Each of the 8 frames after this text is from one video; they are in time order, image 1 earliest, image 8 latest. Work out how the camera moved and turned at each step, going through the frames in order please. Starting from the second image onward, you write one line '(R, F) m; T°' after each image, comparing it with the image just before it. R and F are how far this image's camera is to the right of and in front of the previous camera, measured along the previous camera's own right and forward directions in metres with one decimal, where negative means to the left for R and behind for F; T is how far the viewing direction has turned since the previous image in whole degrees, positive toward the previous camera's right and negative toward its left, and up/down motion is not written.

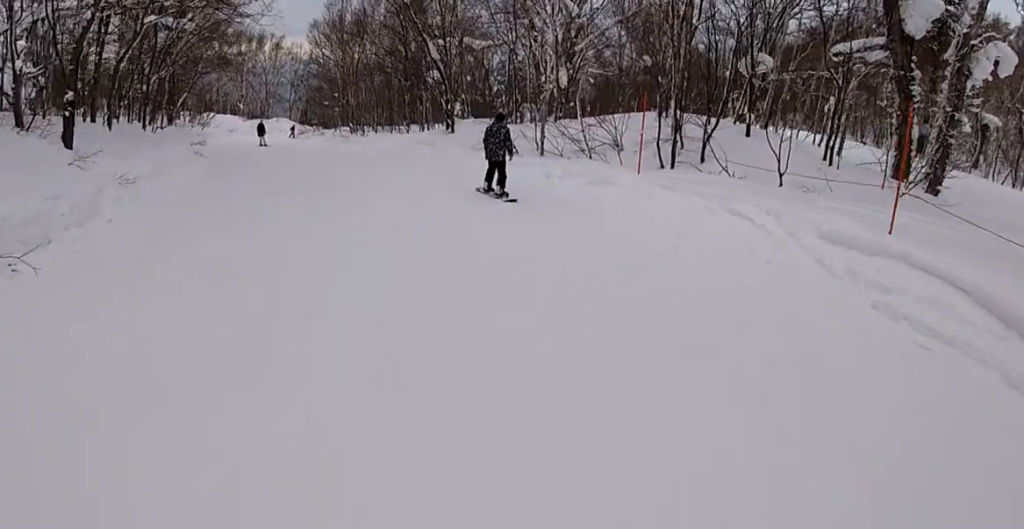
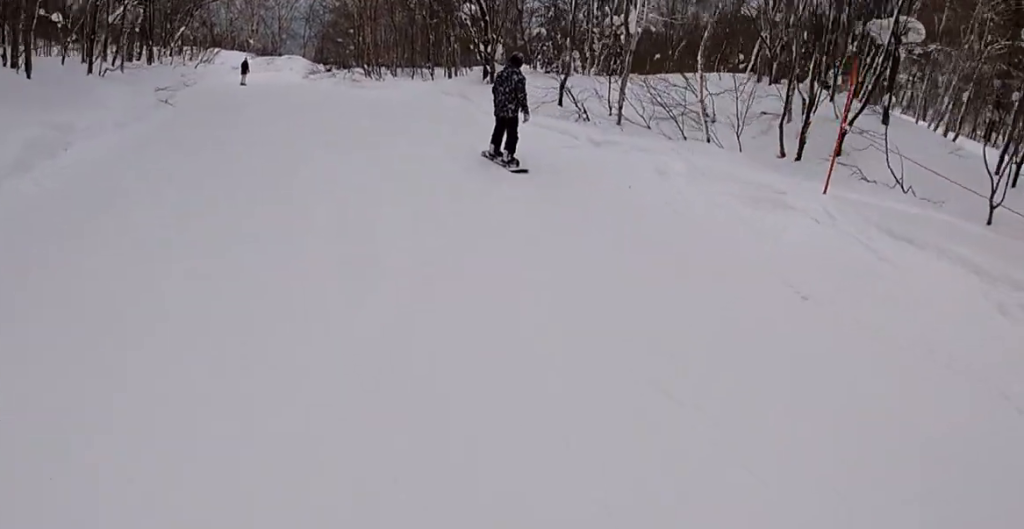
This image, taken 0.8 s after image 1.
(-0.2, +4.9) m; -12°
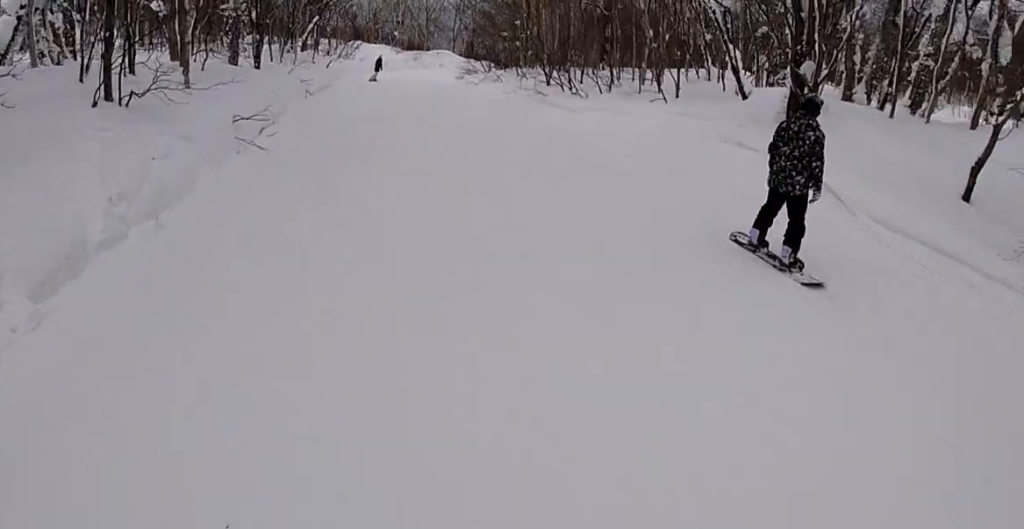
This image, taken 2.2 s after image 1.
(-2.0, +8.1) m; -15°
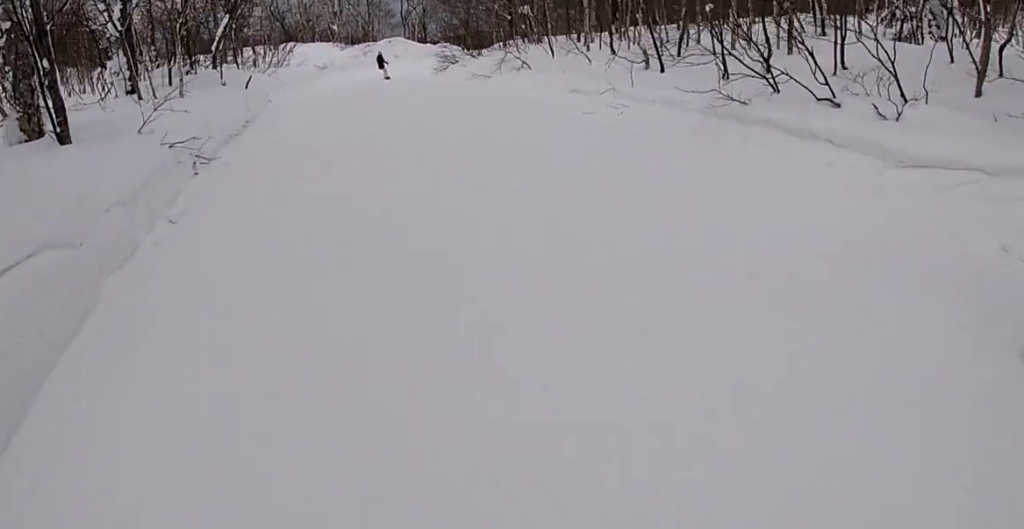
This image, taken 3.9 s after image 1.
(+0.1, +11.9) m; -1°
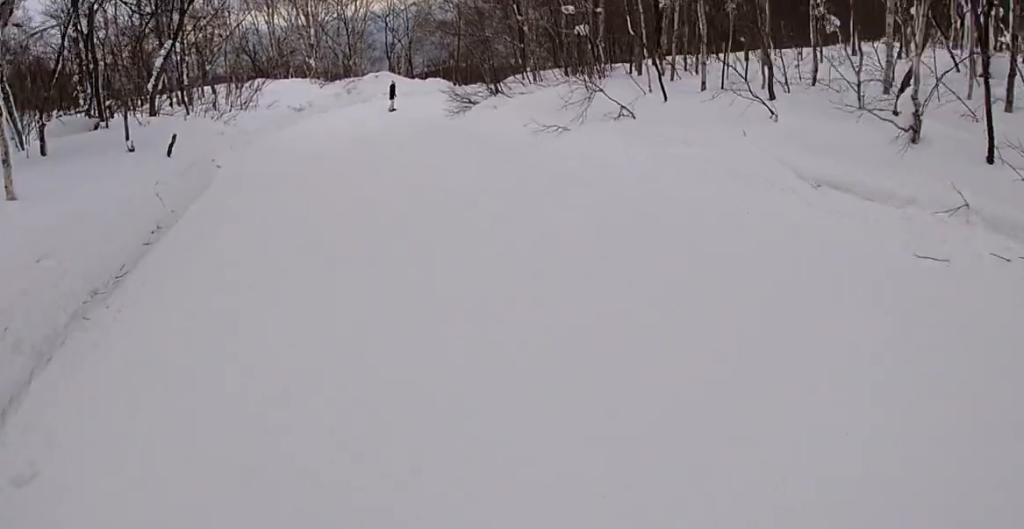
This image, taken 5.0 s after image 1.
(+0.3, +7.4) m; 0°
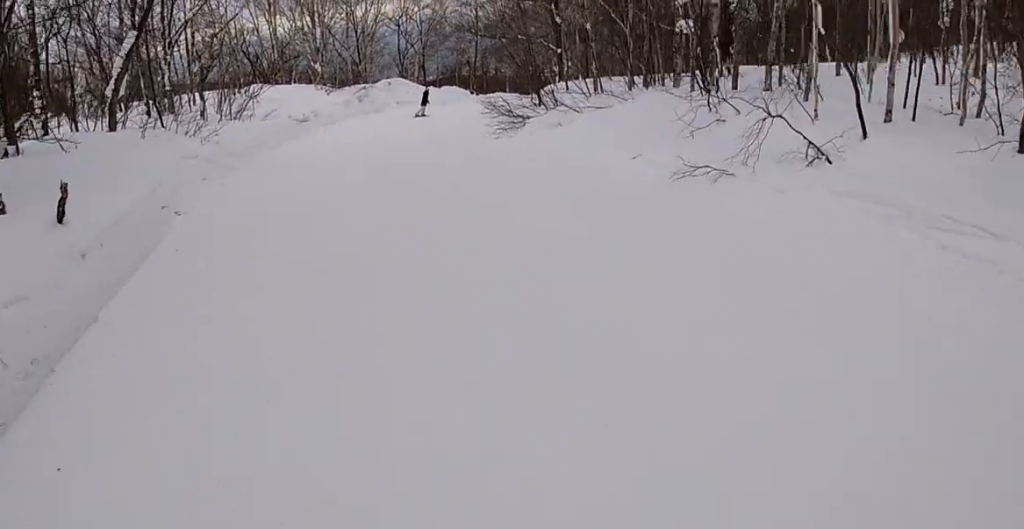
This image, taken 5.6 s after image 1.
(-0.1, +4.9) m; 0°
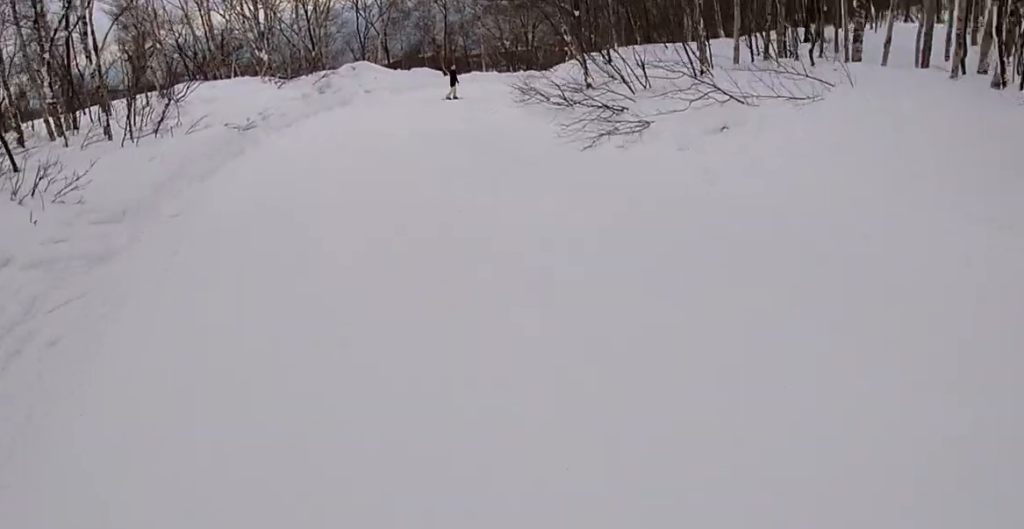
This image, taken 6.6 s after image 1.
(-0.3, +7.0) m; +1°
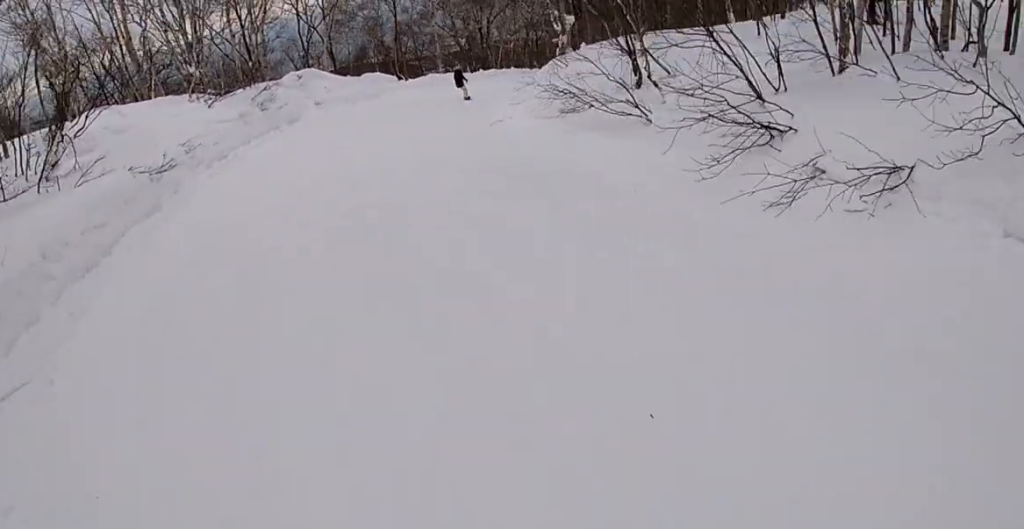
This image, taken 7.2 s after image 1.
(+0.5, +5.0) m; +1°
